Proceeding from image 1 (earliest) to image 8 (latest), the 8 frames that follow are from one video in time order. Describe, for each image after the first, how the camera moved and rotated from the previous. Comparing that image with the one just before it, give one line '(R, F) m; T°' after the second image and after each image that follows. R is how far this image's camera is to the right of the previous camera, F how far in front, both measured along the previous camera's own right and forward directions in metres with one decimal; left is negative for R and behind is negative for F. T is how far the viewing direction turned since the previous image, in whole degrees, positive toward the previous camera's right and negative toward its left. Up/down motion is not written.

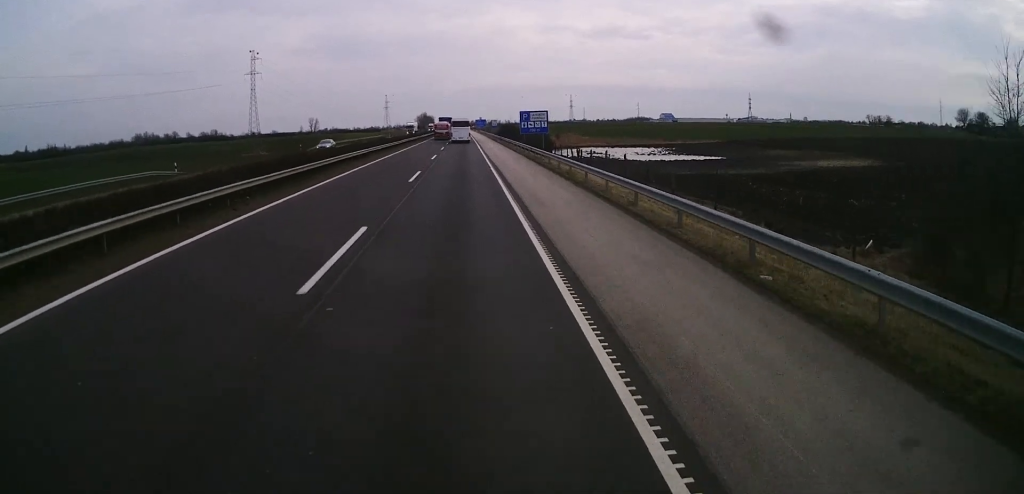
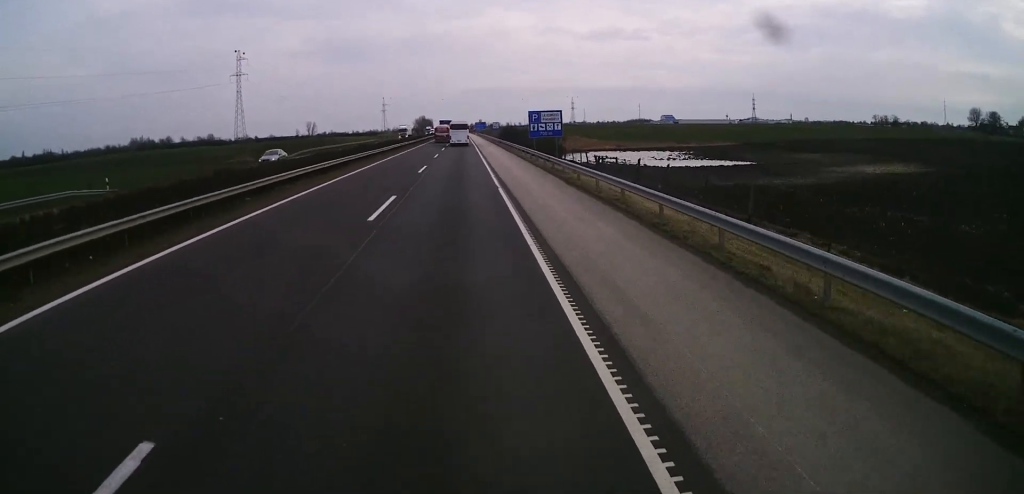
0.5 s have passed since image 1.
(0.0, +10.7) m; 0°
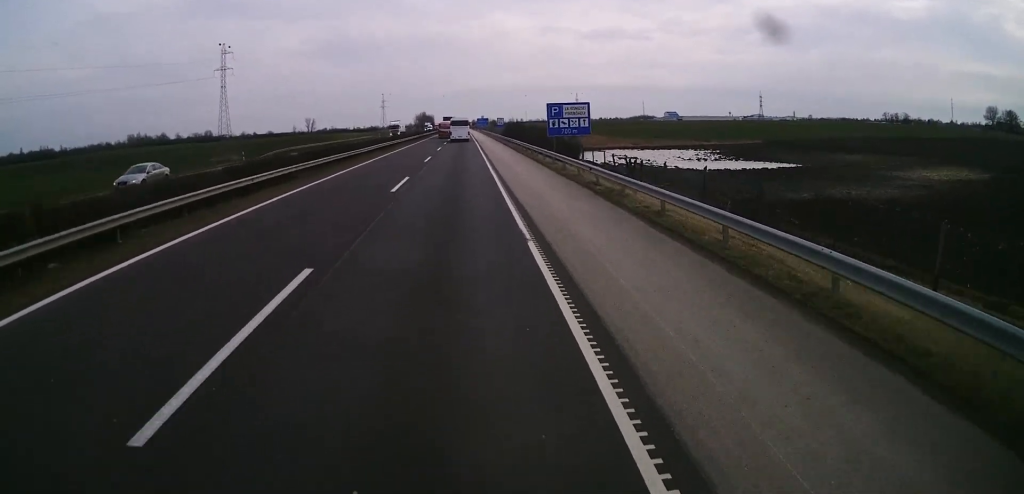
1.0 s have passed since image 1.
(+0.1, +12.3) m; +1°
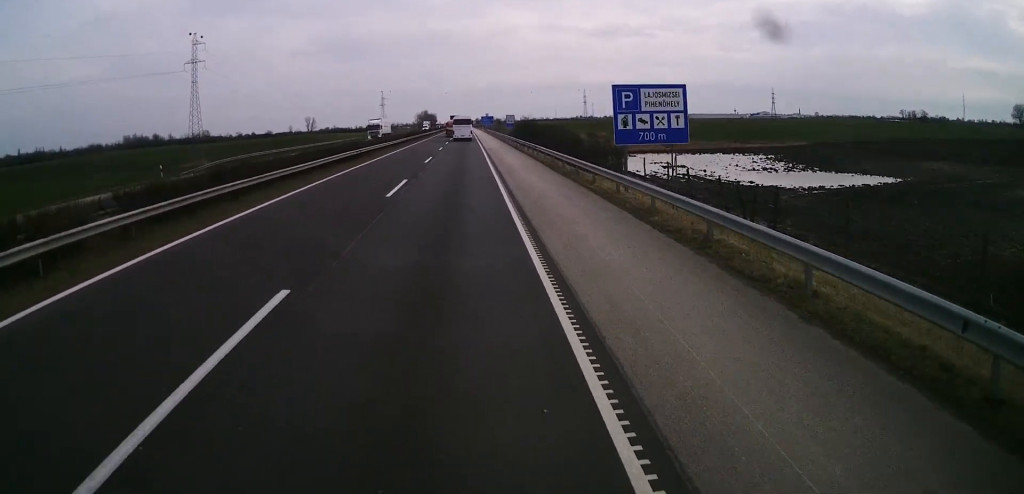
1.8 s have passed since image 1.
(+0.2, +19.2) m; 0°
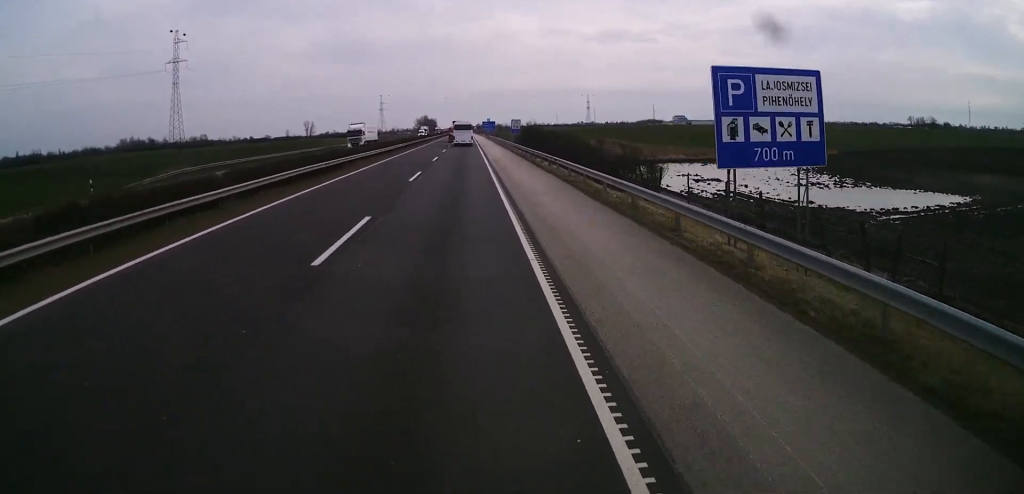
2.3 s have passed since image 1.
(+0.1, +10.0) m; 0°
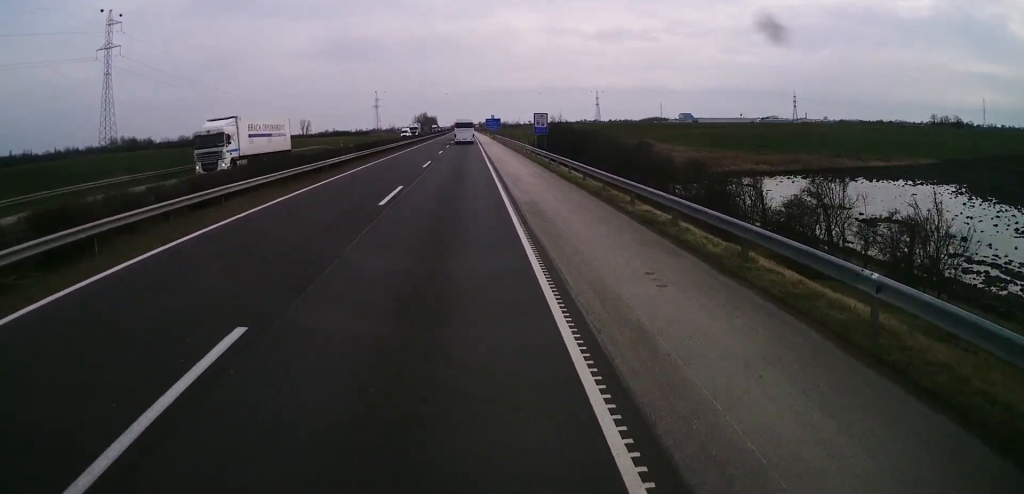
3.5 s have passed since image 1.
(-0.4, +27.8) m; -1°
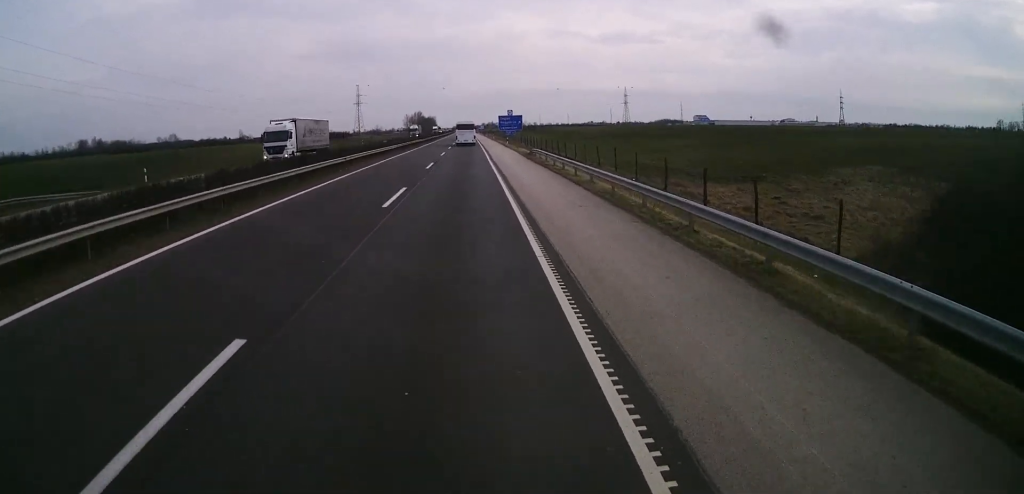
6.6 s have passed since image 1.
(-0.6, +72.3) m; 0°
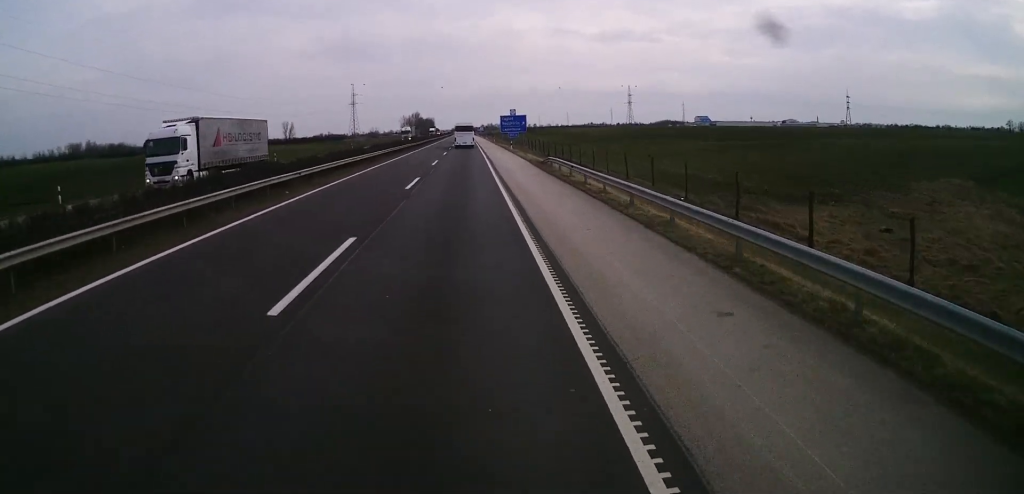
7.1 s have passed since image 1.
(+0.1, +10.8) m; 0°
